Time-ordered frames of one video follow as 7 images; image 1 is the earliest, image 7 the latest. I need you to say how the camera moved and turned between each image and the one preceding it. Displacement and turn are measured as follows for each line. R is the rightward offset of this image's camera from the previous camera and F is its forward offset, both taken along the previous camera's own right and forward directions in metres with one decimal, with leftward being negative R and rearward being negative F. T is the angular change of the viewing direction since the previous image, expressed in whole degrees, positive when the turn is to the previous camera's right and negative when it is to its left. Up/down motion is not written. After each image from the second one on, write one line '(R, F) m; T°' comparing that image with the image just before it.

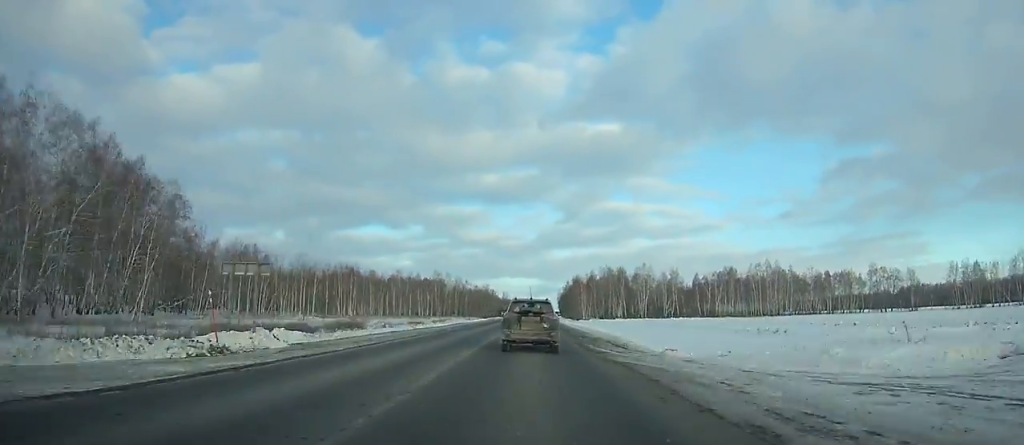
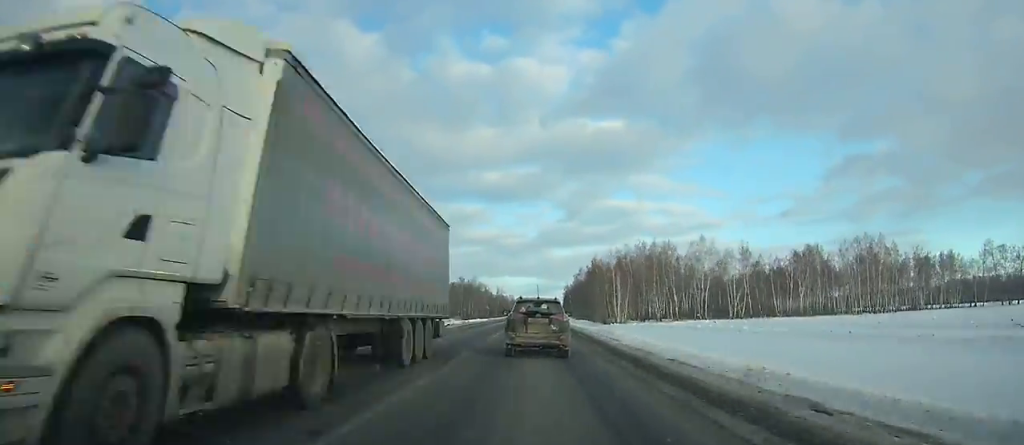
(+0.1, +70.4) m; 0°
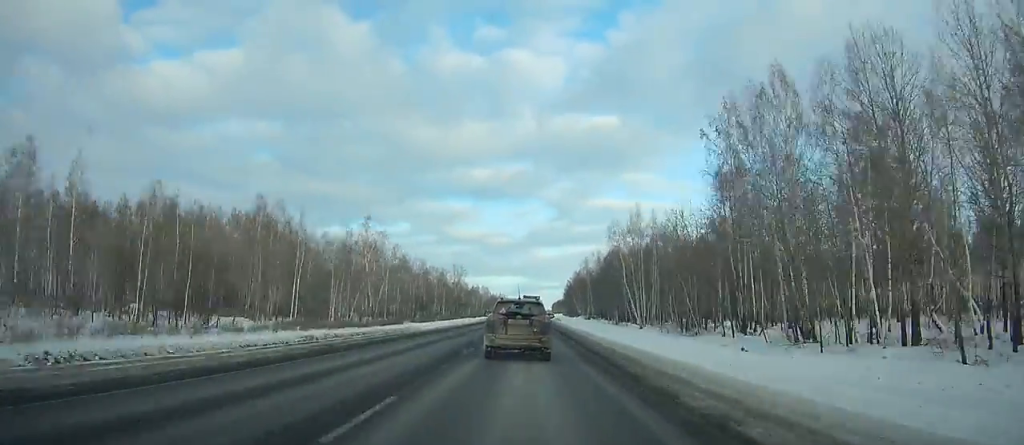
(+0.9, +158.5) m; +1°
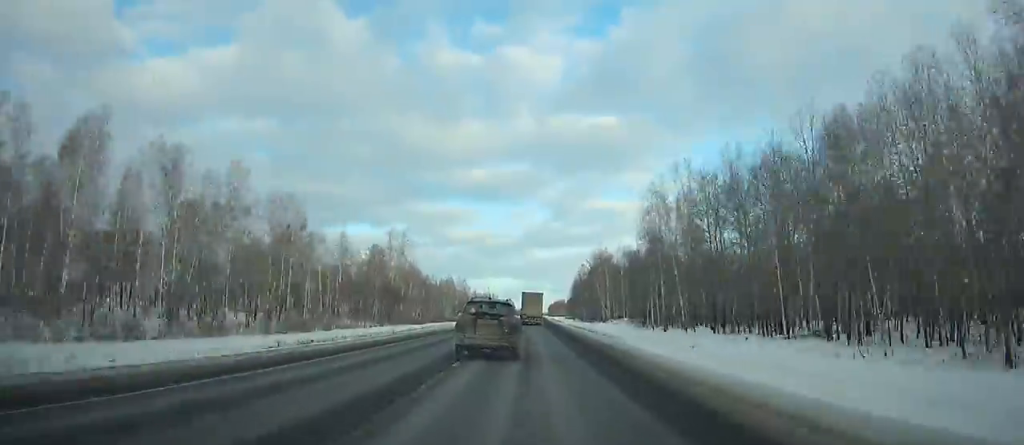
(+0.6, +89.0) m; +1°
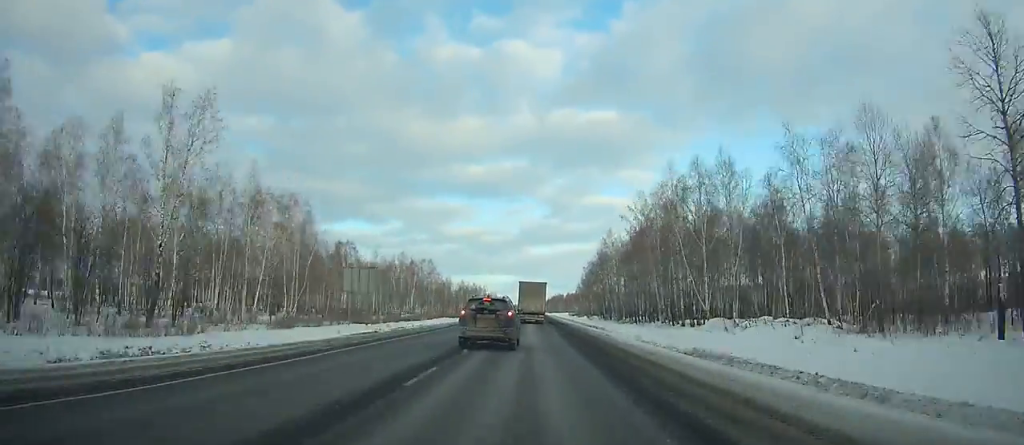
(+0.6, +73.4) m; +1°
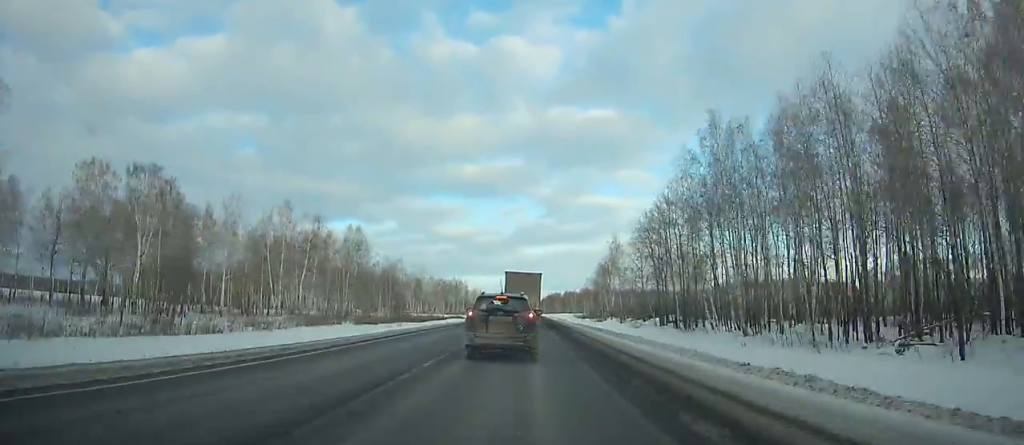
(+0.2, +65.3) m; 0°
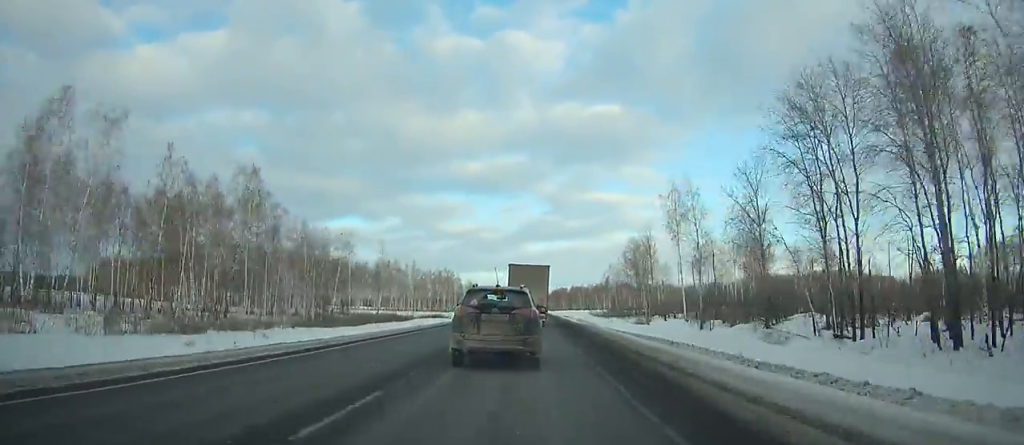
(+0.1, +42.6) m; 0°
